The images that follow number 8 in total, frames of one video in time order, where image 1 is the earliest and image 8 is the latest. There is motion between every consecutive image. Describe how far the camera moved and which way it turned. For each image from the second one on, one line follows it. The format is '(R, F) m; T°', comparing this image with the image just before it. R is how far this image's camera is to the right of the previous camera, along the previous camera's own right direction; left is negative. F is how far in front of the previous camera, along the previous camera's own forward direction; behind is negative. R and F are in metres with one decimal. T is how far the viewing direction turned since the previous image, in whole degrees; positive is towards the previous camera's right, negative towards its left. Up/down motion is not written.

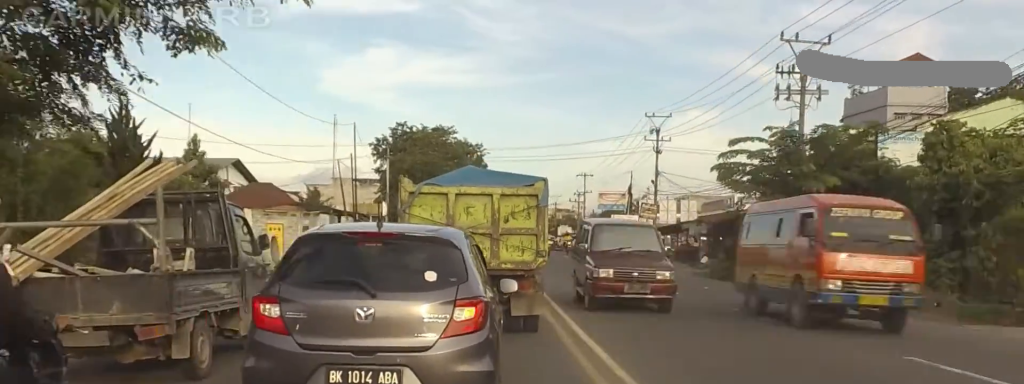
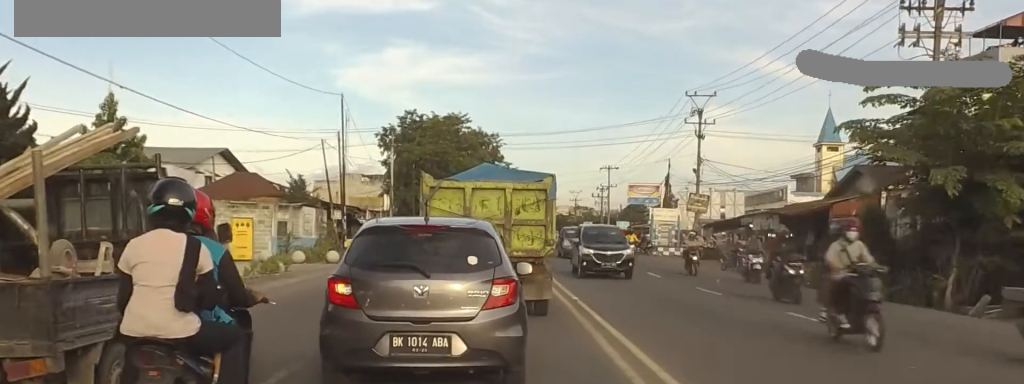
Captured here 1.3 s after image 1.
(0.0, +11.2) m; 0°
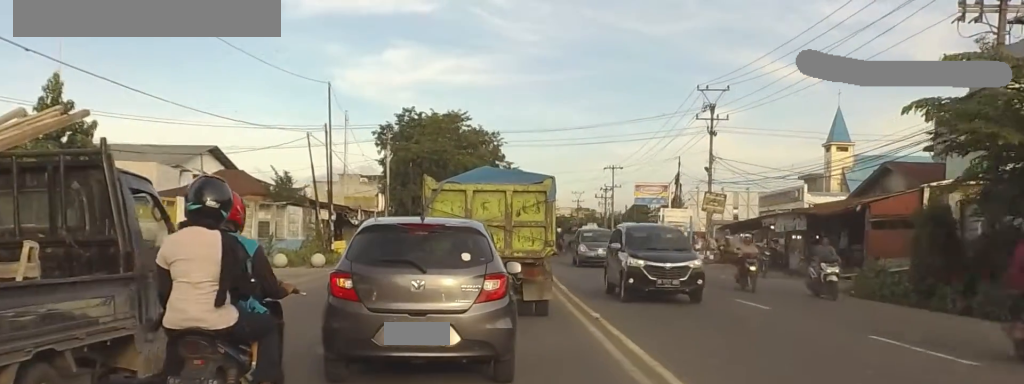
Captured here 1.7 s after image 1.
(0.0, +3.9) m; 0°
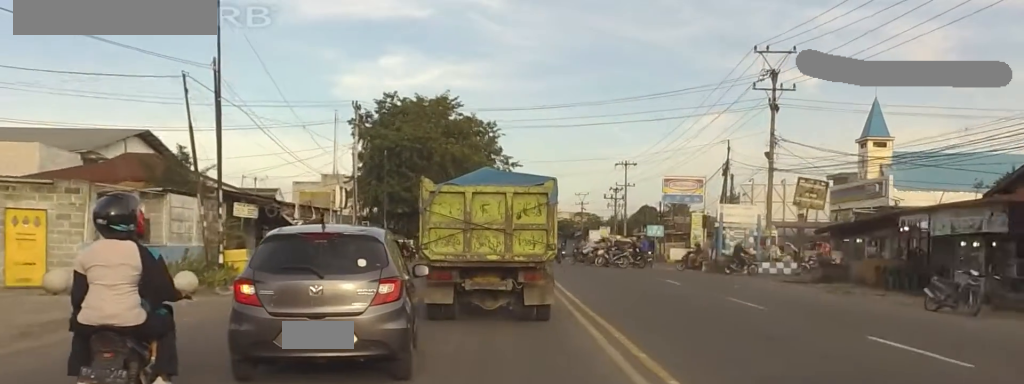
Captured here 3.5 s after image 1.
(0.0, +15.2) m; 0°
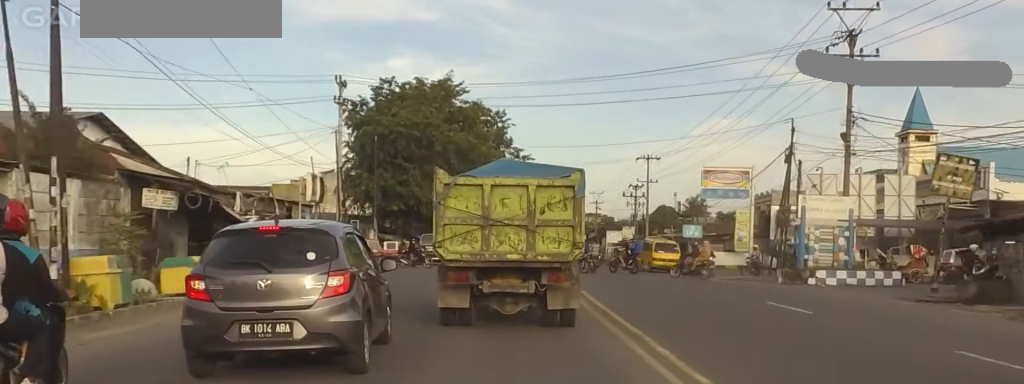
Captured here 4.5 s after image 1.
(0.0, +8.7) m; 0°
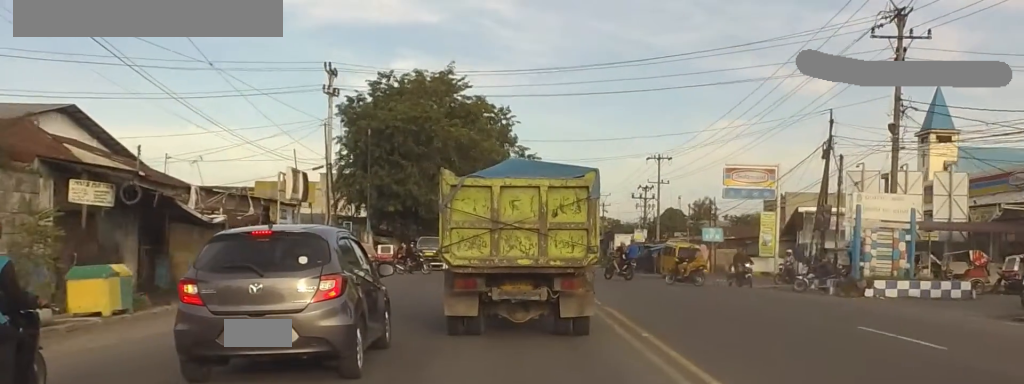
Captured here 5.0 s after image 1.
(0.0, +4.1) m; 0°
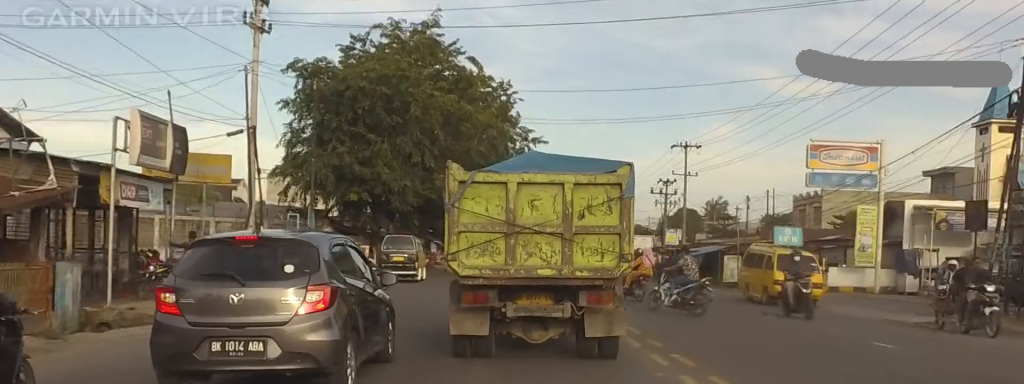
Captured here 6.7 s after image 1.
(0.0, +14.0) m; 0°
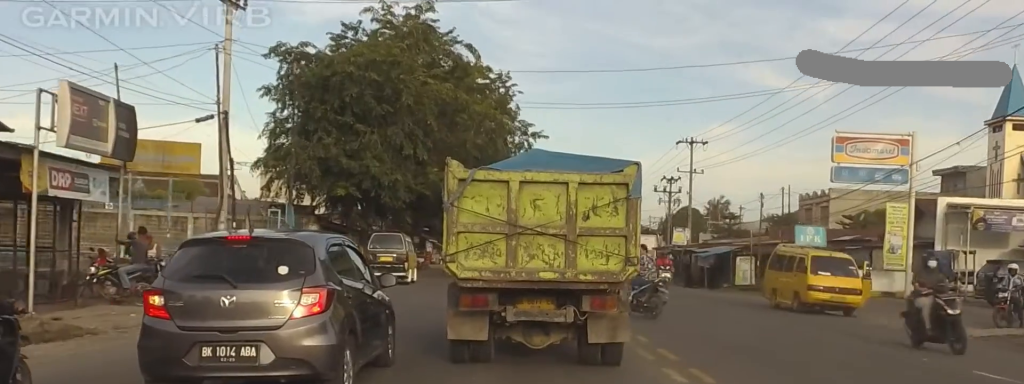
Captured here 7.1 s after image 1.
(0.0, +3.3) m; 0°
